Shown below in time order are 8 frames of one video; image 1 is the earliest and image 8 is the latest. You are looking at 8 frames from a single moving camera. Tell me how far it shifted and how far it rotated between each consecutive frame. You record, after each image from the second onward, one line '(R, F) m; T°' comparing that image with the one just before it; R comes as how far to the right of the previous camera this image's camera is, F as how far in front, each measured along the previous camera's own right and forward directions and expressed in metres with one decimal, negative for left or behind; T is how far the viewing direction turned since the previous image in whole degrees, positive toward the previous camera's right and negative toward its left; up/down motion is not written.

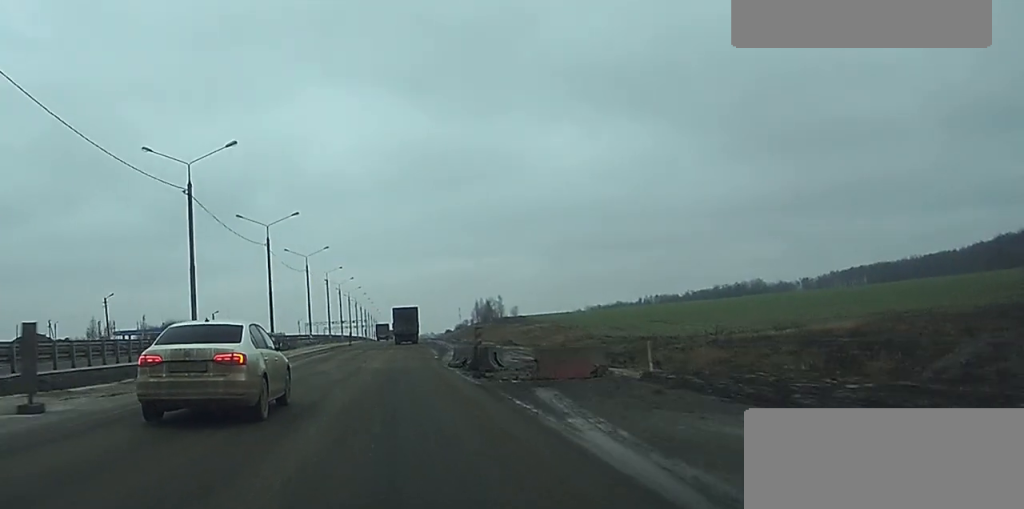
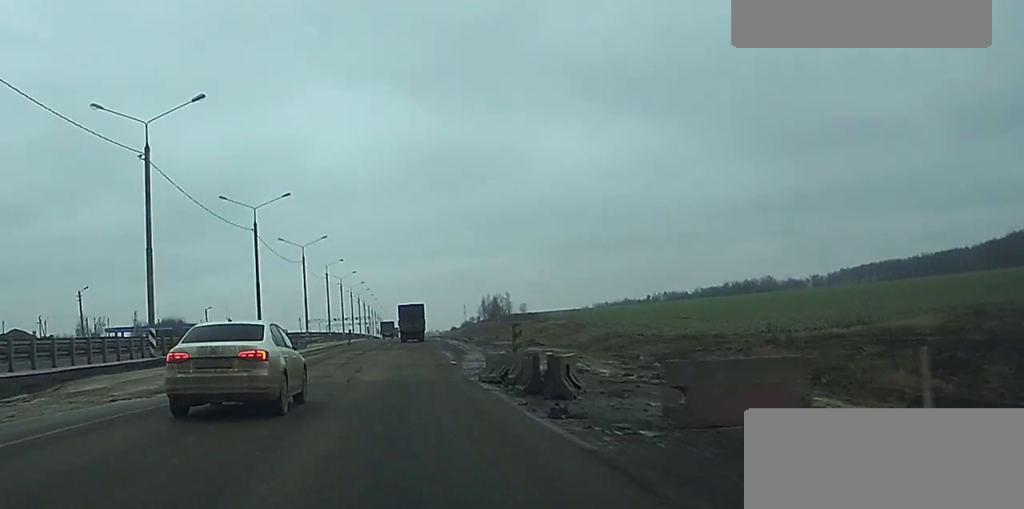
(0.0, +10.7) m; 0°
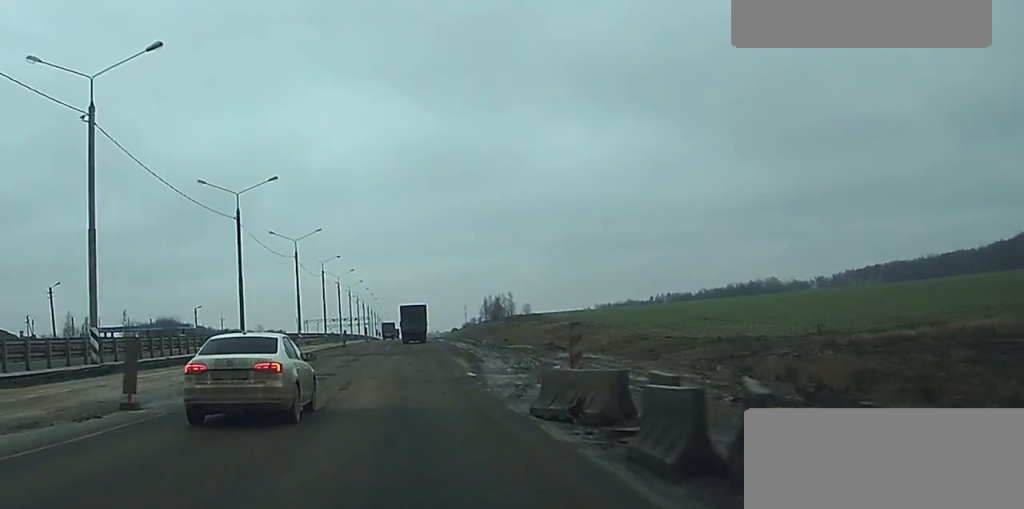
(0.0, +8.7) m; 0°
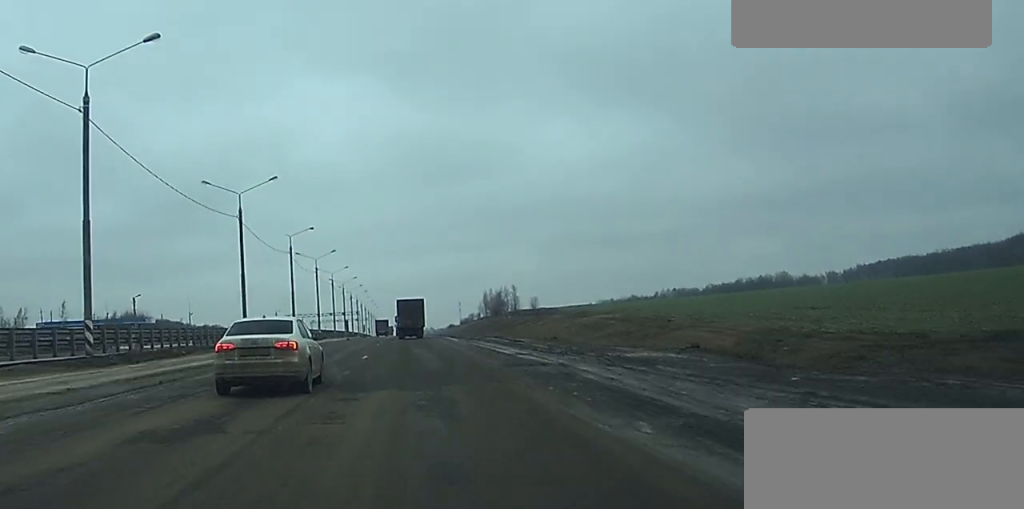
(+0.2, +33.1) m; 0°
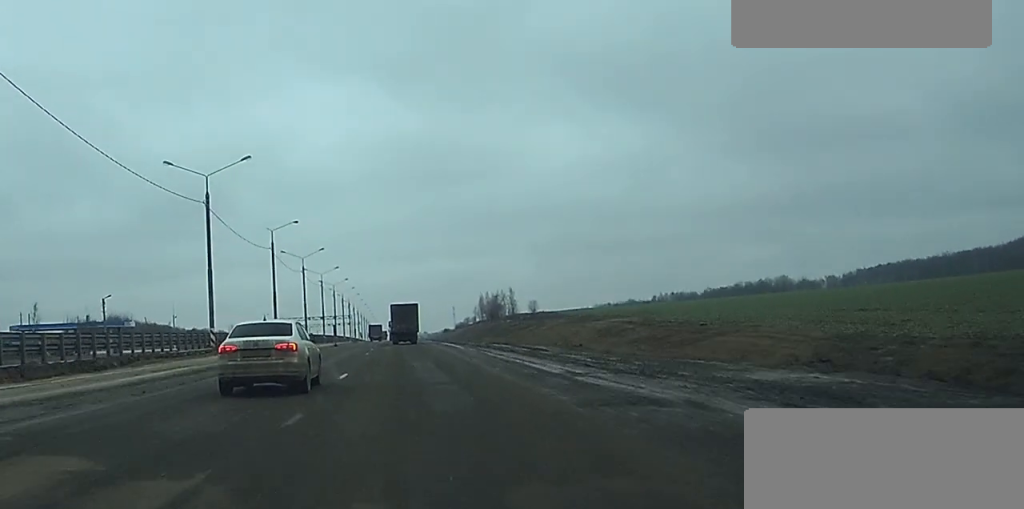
(0.0, +10.5) m; 0°
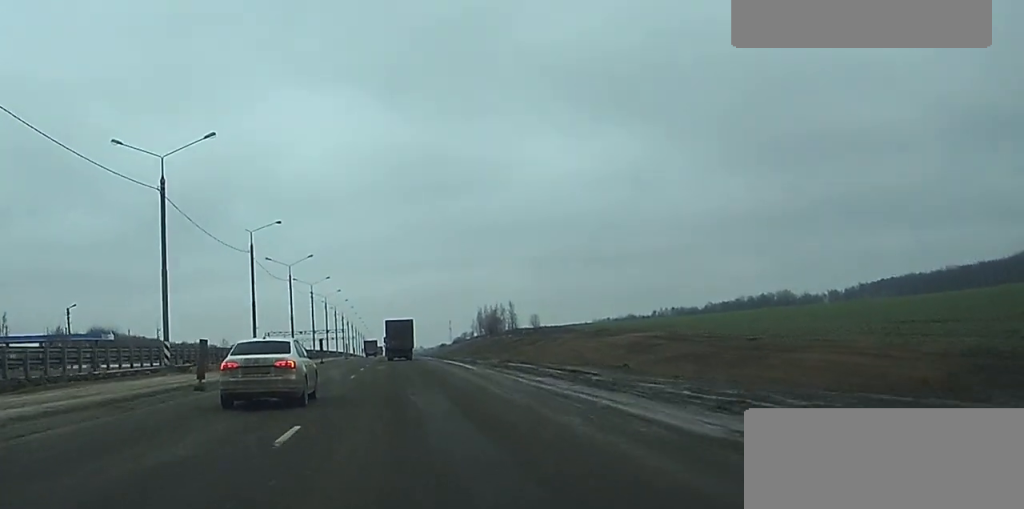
(0.0, +11.2) m; 0°
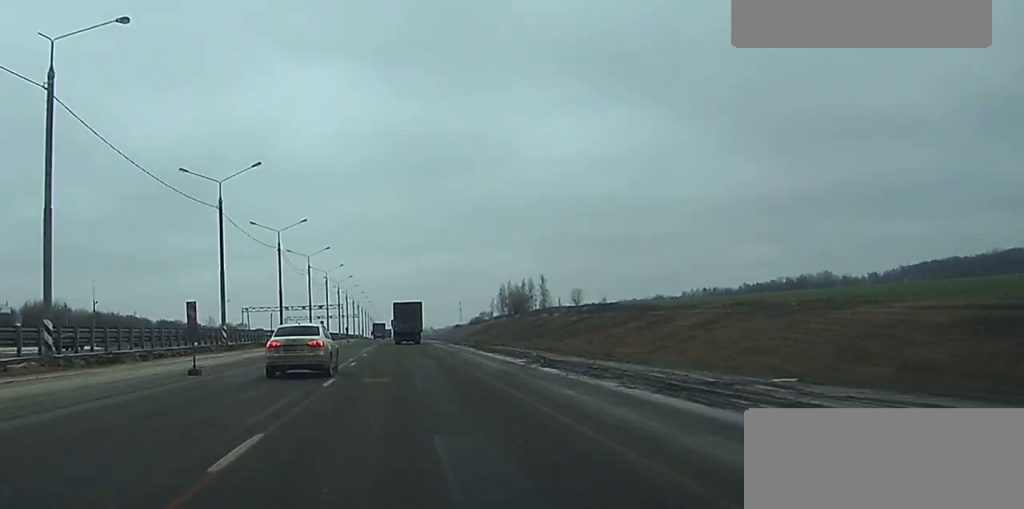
(-0.2, +52.0) m; -1°
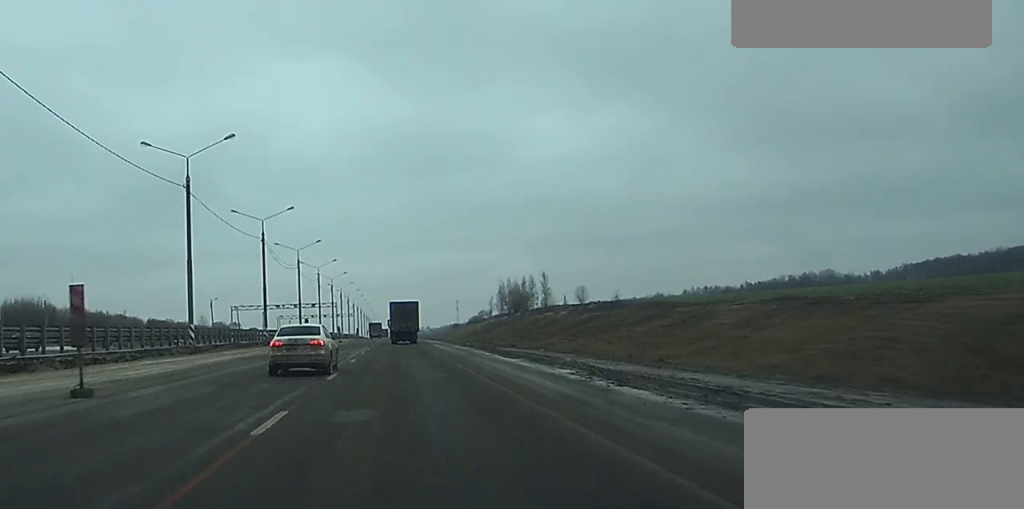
(0.0, +9.4) m; 0°
